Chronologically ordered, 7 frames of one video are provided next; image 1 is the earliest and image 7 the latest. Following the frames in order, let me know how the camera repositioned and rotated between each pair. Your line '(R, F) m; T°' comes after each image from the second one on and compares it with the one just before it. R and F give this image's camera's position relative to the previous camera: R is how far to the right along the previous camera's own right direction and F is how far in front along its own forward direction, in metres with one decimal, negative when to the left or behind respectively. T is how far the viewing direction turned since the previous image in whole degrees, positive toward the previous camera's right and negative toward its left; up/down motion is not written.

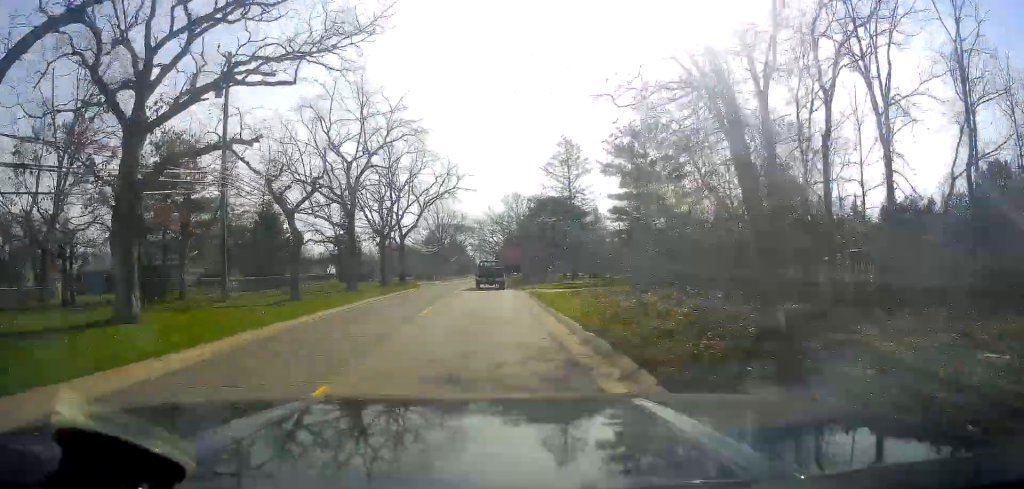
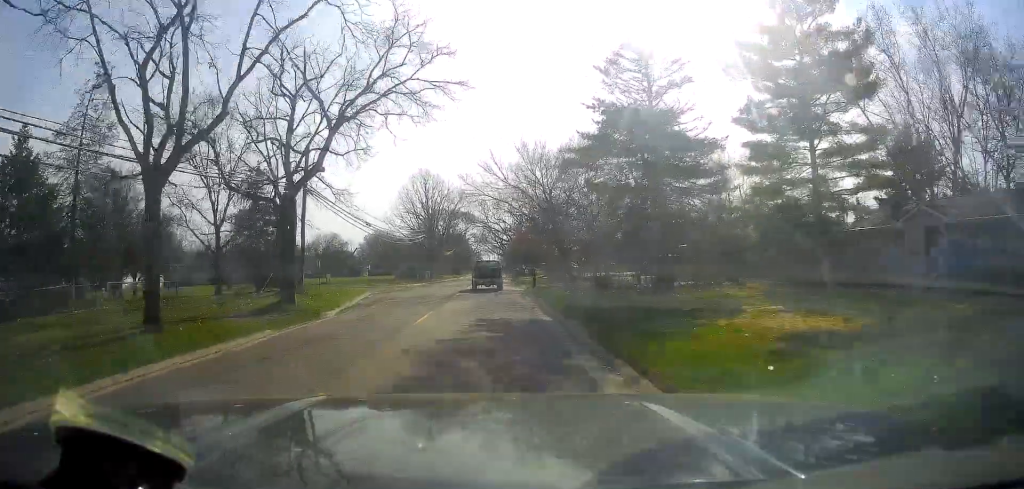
(+0.1, +32.4) m; -1°
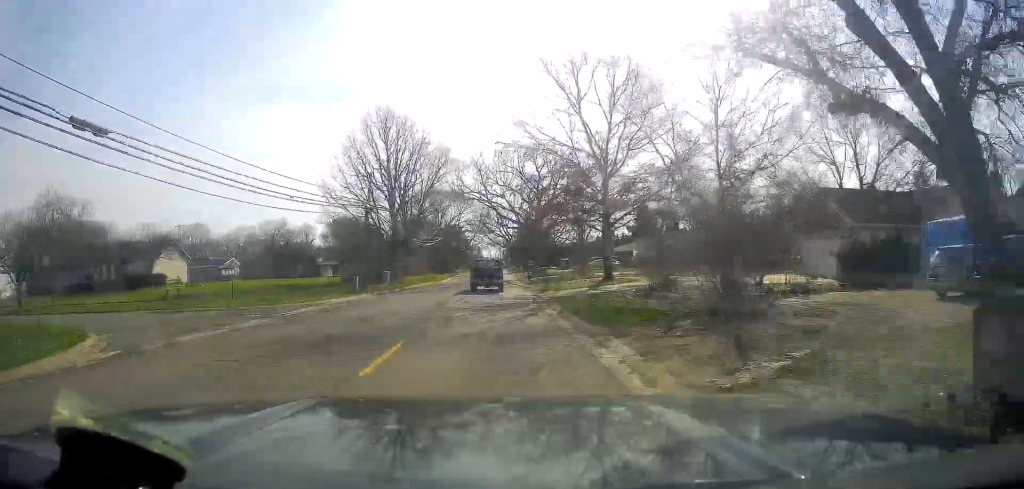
(-0.7, +37.1) m; -1°
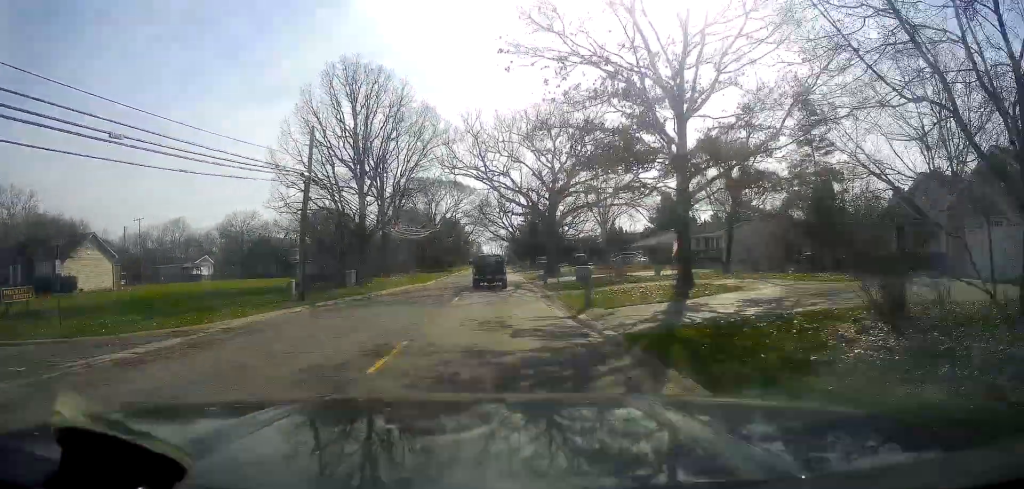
(0.0, +15.2) m; +1°
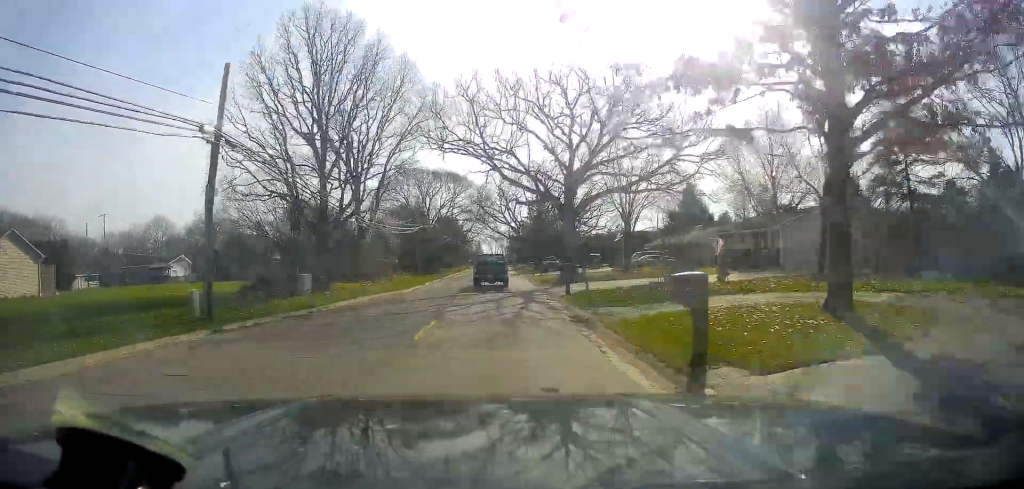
(-0.1, +10.9) m; +1°
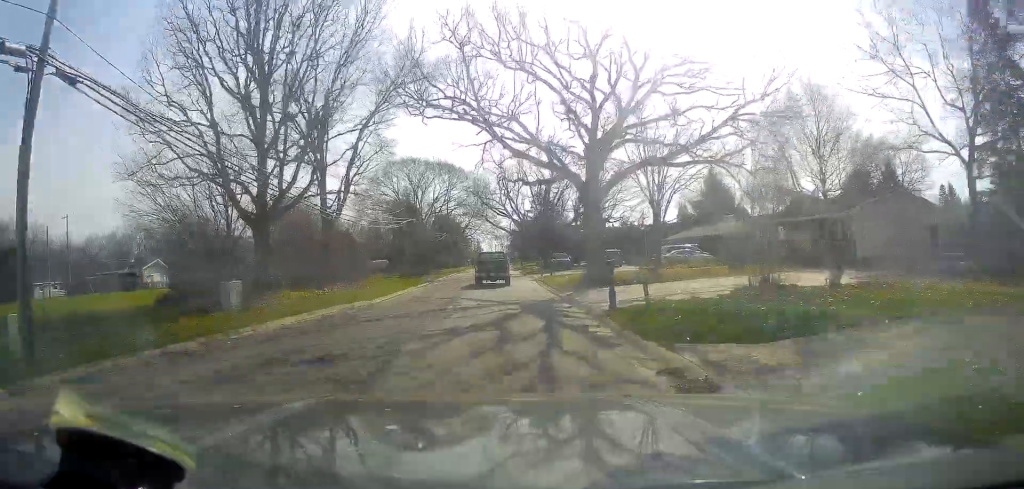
(+0.2, +9.6) m; 0°
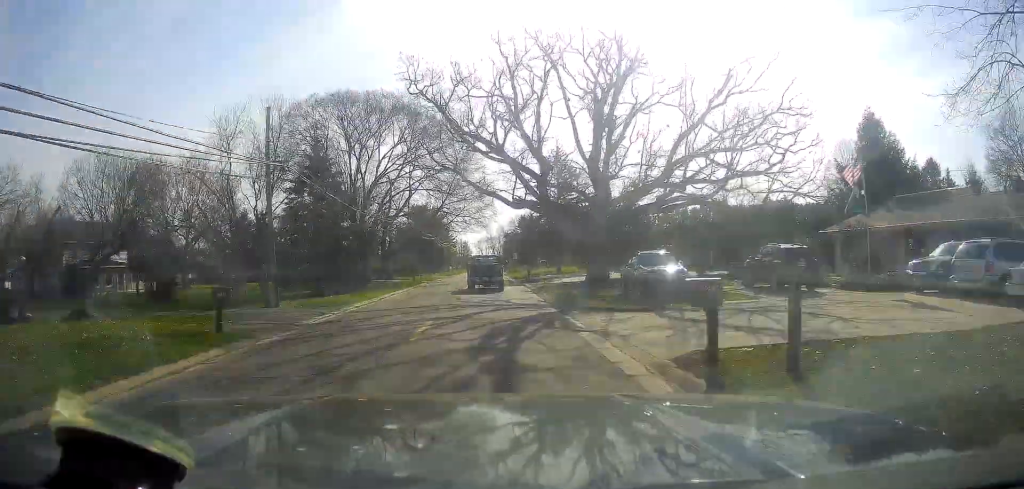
(0.0, +36.3) m; 0°
